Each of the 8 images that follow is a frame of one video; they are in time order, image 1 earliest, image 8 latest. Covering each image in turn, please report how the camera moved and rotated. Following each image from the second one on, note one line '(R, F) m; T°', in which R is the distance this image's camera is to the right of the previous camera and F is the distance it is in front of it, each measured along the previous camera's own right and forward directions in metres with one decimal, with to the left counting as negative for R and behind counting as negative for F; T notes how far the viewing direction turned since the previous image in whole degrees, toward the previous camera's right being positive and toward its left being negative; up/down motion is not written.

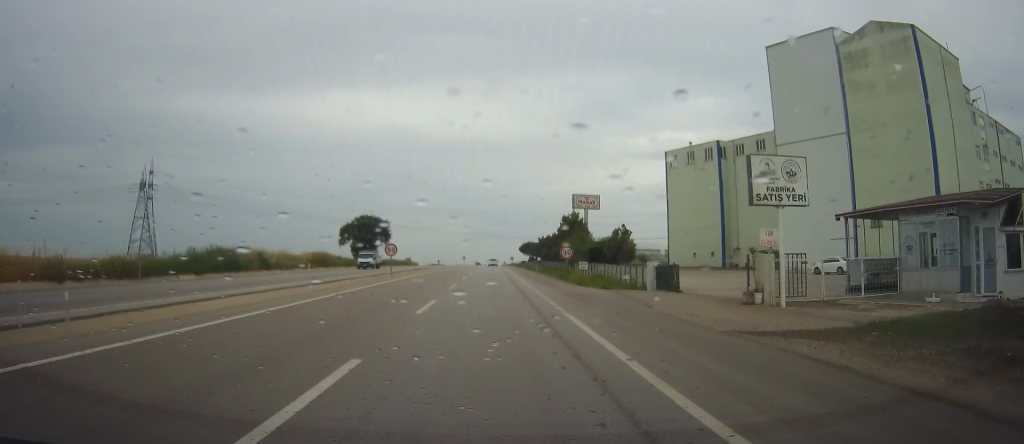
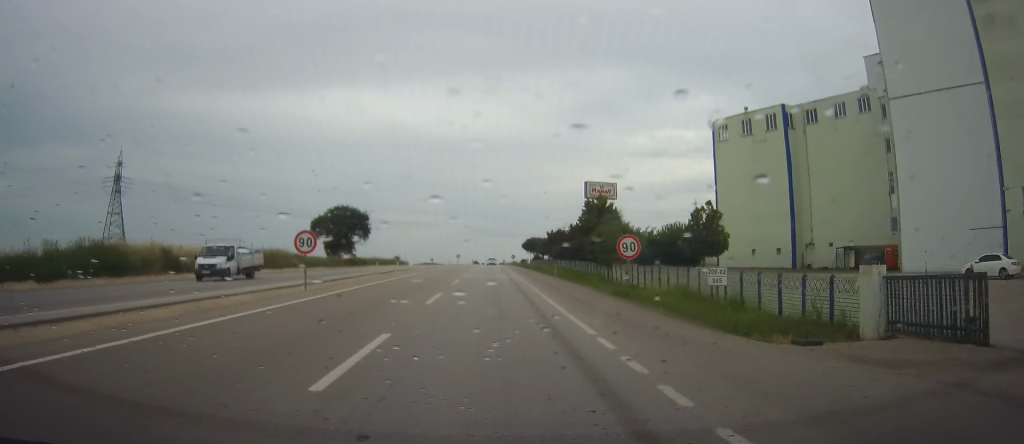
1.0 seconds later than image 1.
(-0.1, +21.2) m; -1°
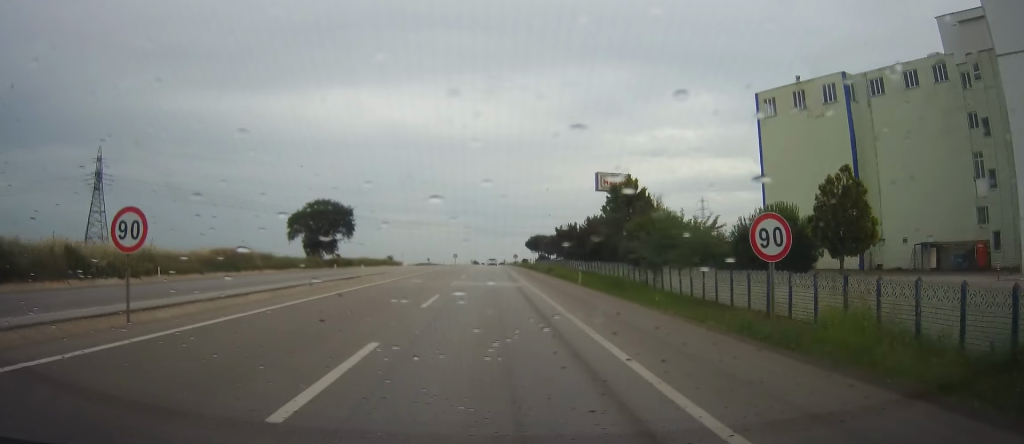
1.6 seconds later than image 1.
(+0.1, +13.4) m; -1°
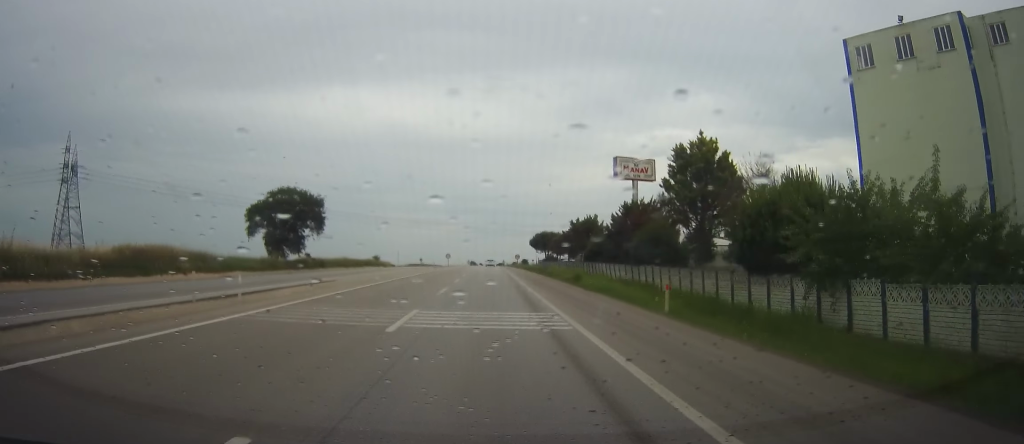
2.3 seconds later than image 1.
(-0.6, +17.3) m; 0°
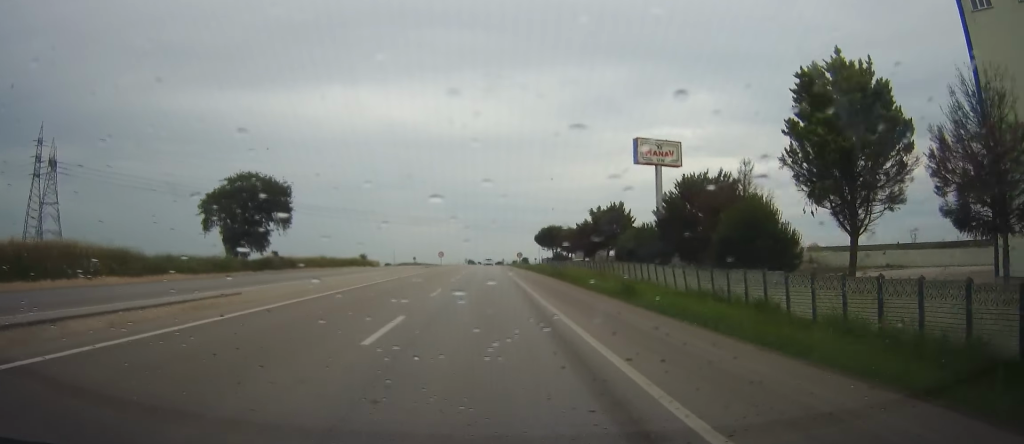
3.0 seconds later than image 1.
(+0.3, +14.0) m; +1°
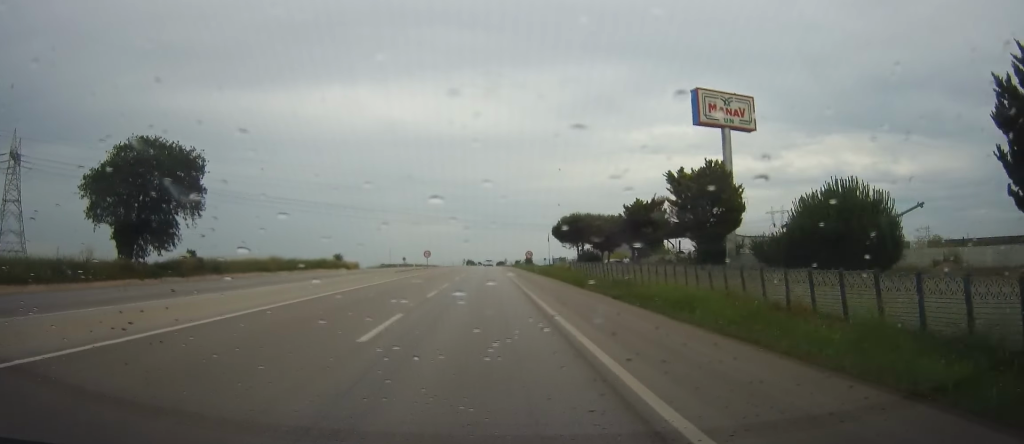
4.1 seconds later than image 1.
(+0.3, +24.1) m; 0°
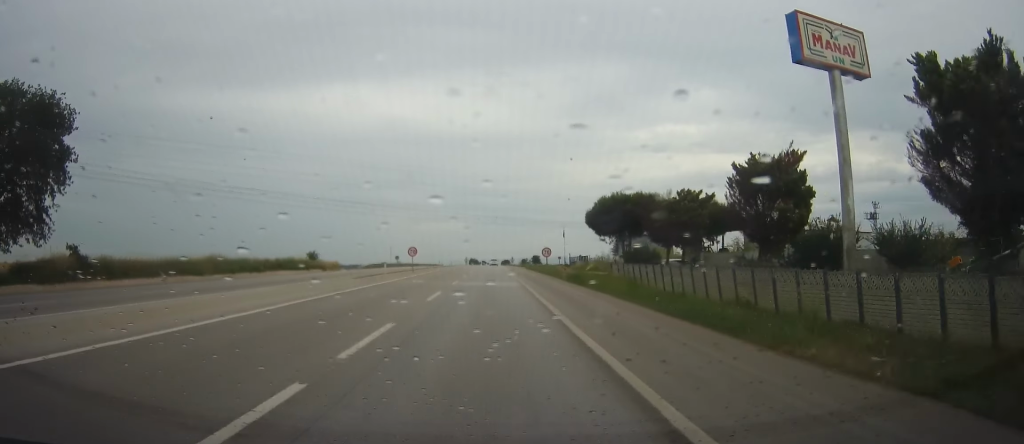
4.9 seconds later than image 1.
(-0.1, +19.3) m; 0°
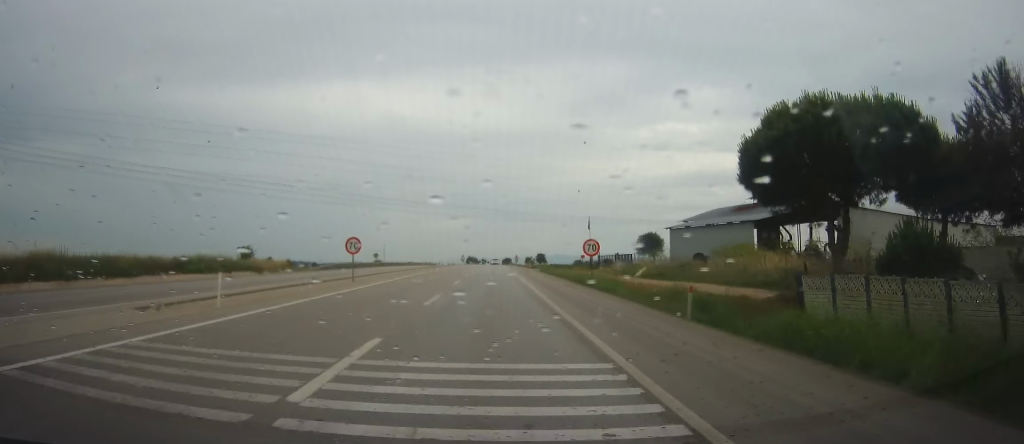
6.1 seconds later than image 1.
(+0.2, +26.3) m; 0°
